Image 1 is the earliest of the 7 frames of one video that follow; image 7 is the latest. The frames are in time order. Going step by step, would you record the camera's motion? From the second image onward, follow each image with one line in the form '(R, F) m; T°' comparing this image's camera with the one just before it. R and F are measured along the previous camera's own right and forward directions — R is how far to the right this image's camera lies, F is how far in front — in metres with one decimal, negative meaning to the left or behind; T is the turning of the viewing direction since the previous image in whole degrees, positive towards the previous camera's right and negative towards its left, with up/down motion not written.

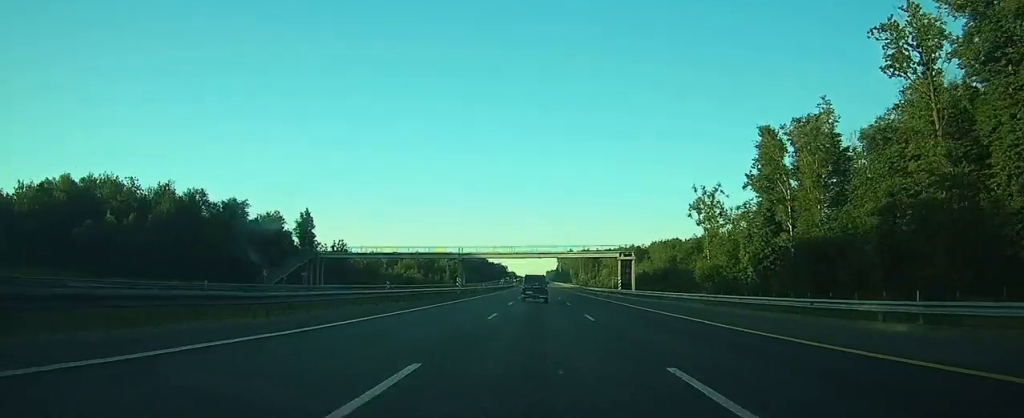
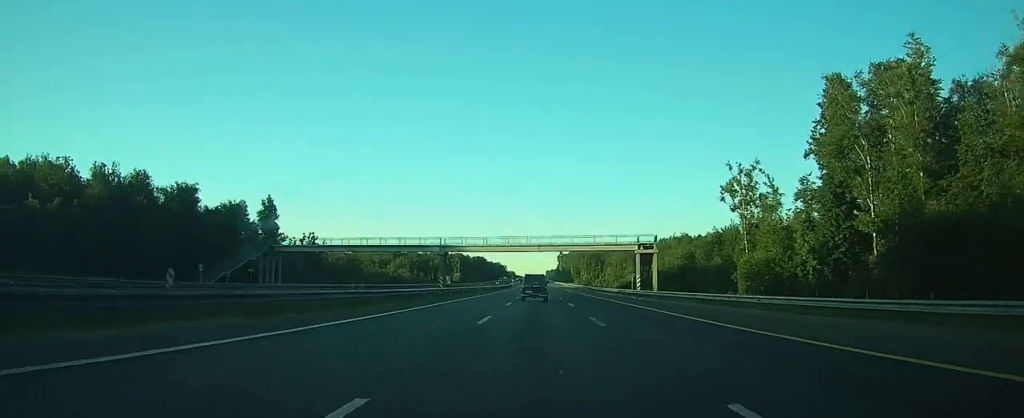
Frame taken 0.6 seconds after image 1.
(0.0, +18.9) m; 0°
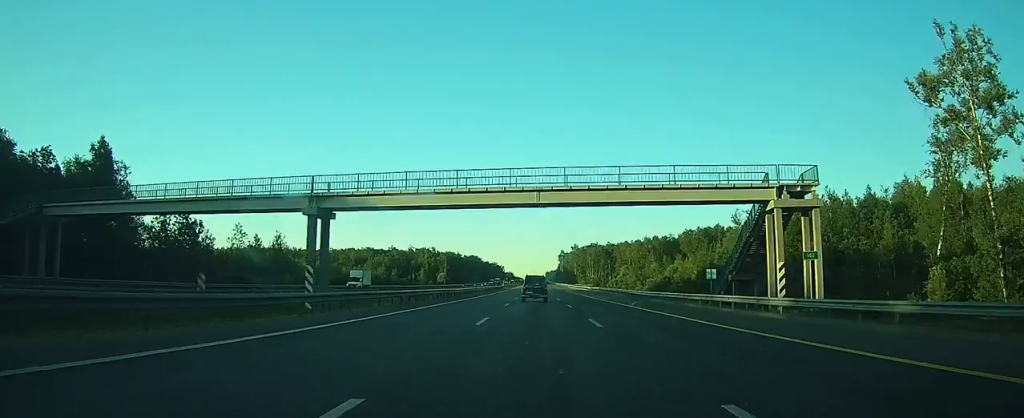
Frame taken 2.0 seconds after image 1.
(+0.1, +47.8) m; 0°
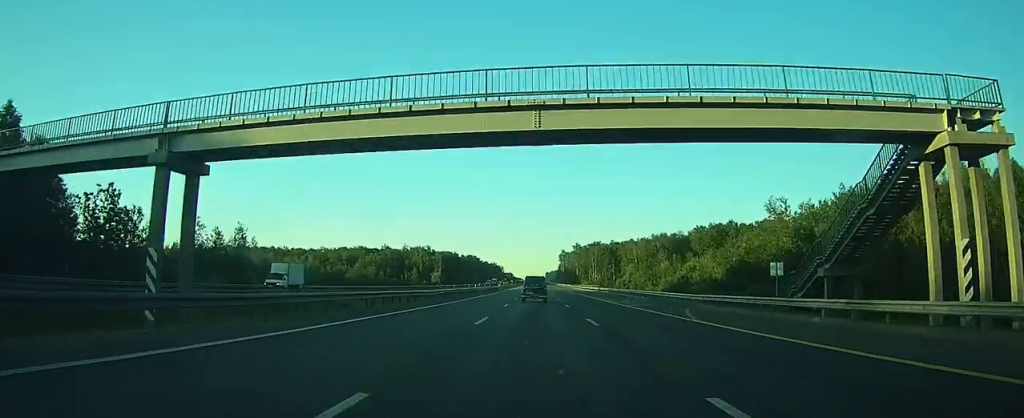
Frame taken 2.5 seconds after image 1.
(0.0, +15.6) m; 0°
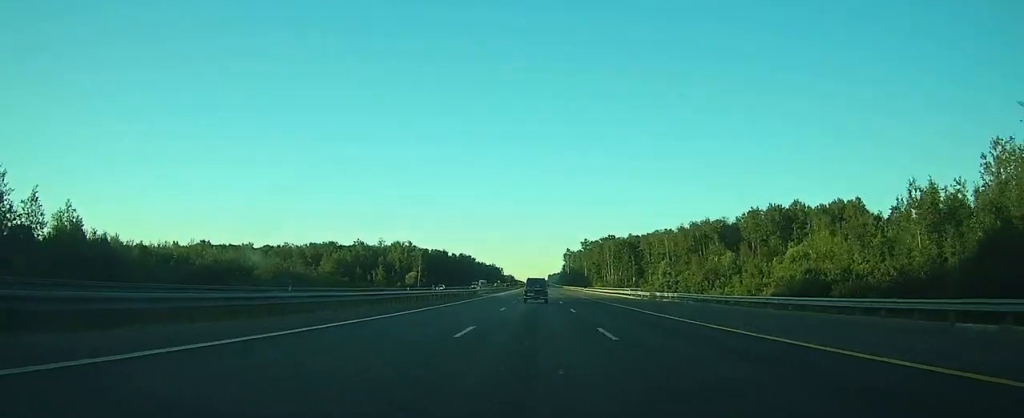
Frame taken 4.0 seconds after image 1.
(0.0, +52.4) m; 0°
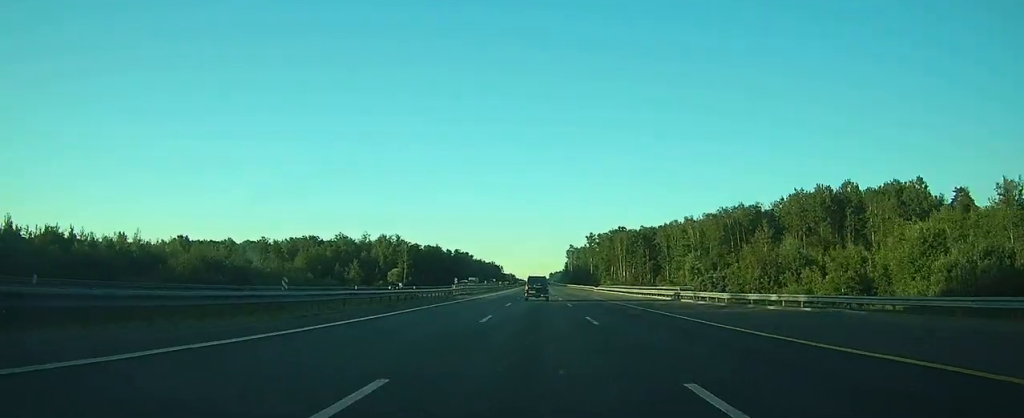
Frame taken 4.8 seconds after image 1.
(0.0, +26.8) m; 0°
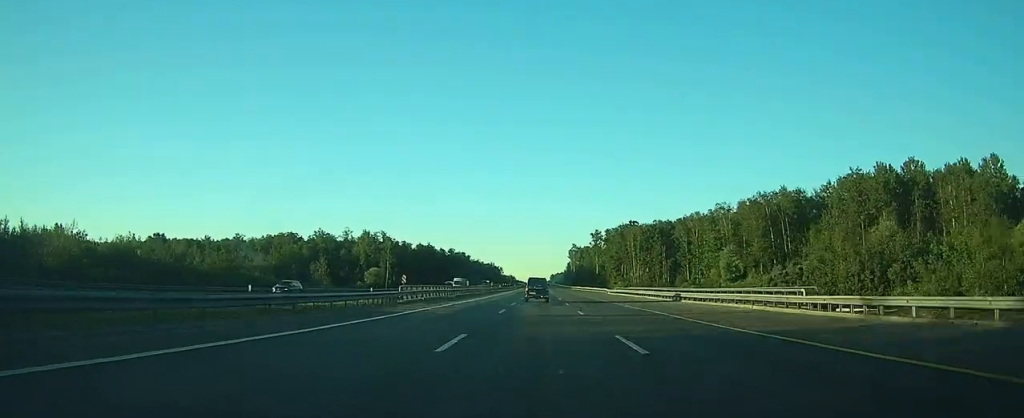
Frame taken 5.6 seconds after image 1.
(0.0, +24.5) m; 0°
